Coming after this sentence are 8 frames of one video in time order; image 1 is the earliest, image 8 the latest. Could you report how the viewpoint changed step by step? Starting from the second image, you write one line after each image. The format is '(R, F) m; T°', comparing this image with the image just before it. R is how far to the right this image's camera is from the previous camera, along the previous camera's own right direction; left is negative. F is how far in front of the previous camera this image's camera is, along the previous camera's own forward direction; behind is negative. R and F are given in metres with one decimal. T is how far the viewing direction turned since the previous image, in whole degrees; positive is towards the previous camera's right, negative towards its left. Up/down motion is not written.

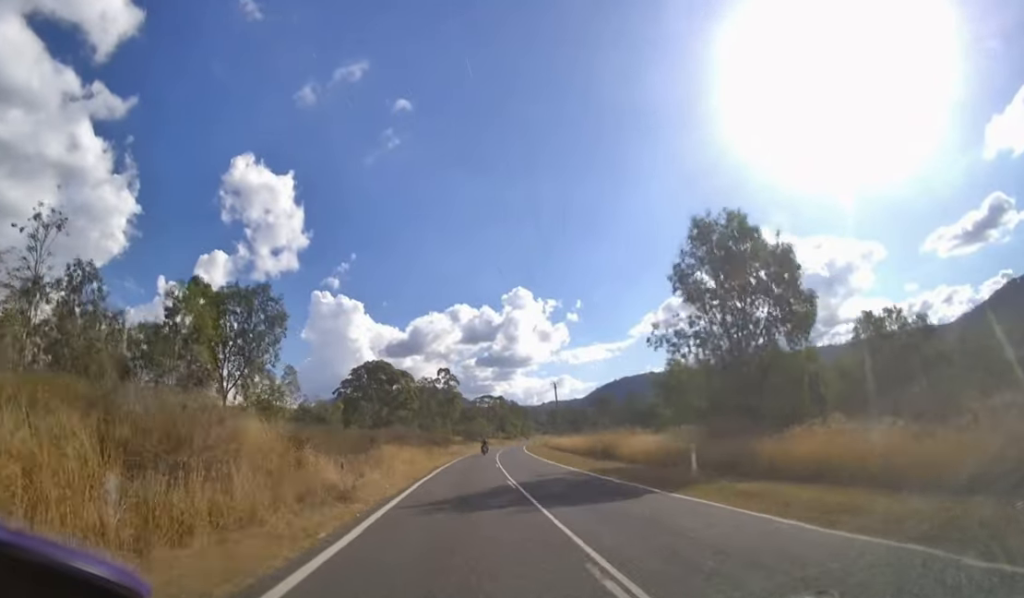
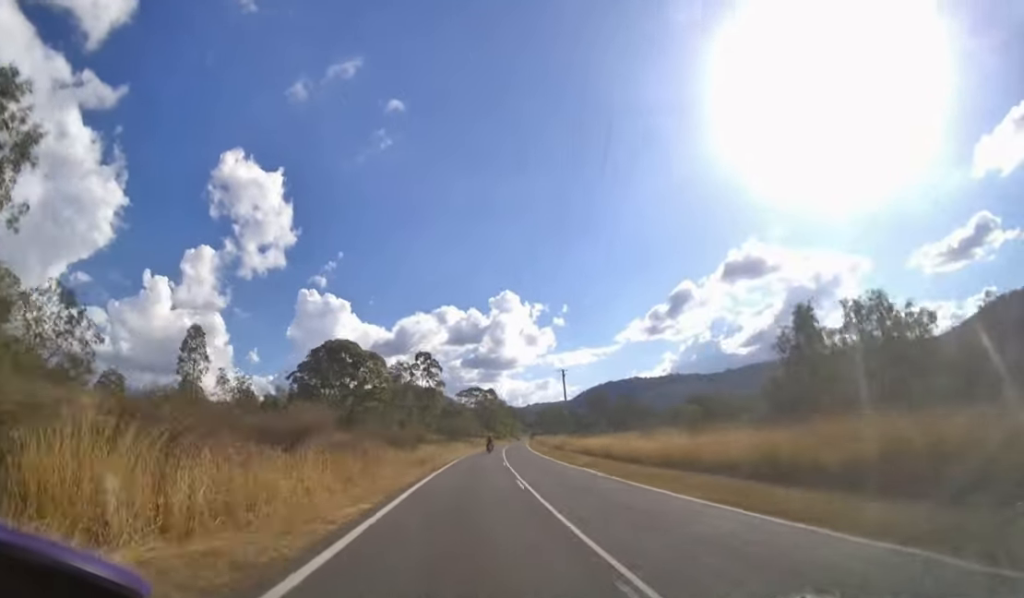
(+0.4, +22.8) m; +2°
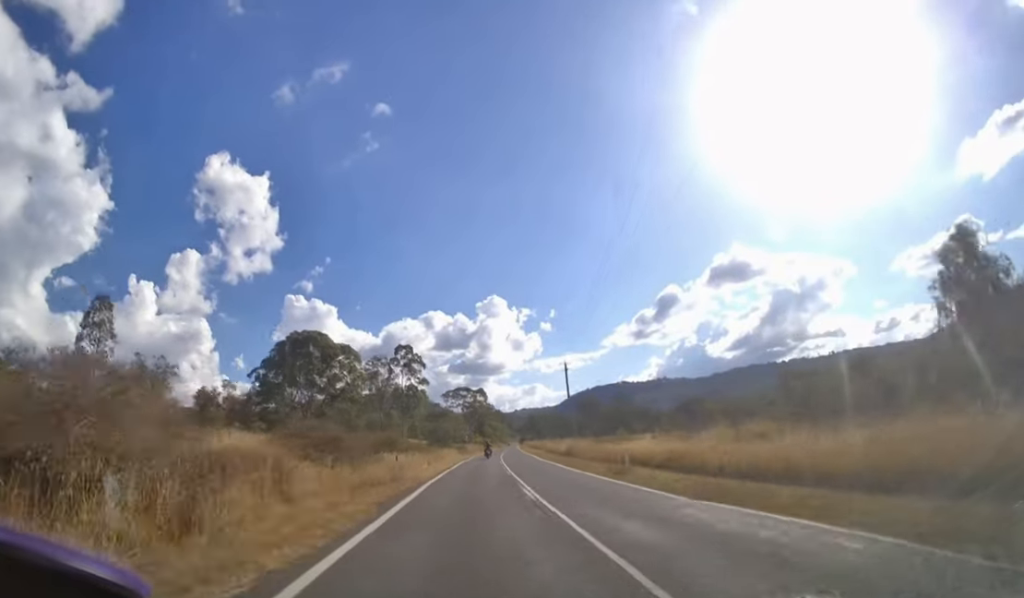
(+0.1, +13.3) m; +1°
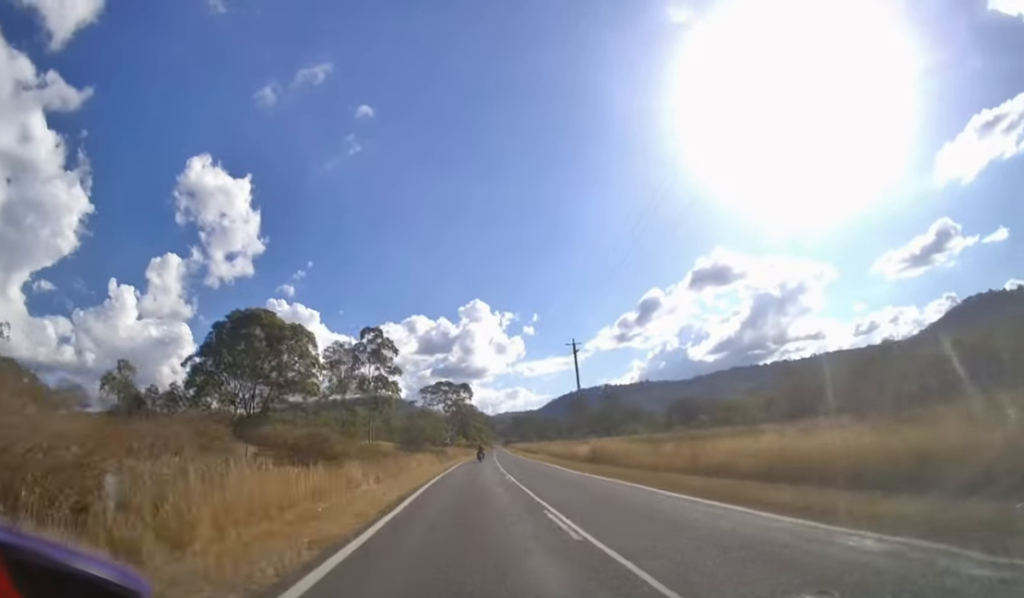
(+0.3, +17.0) m; +2°
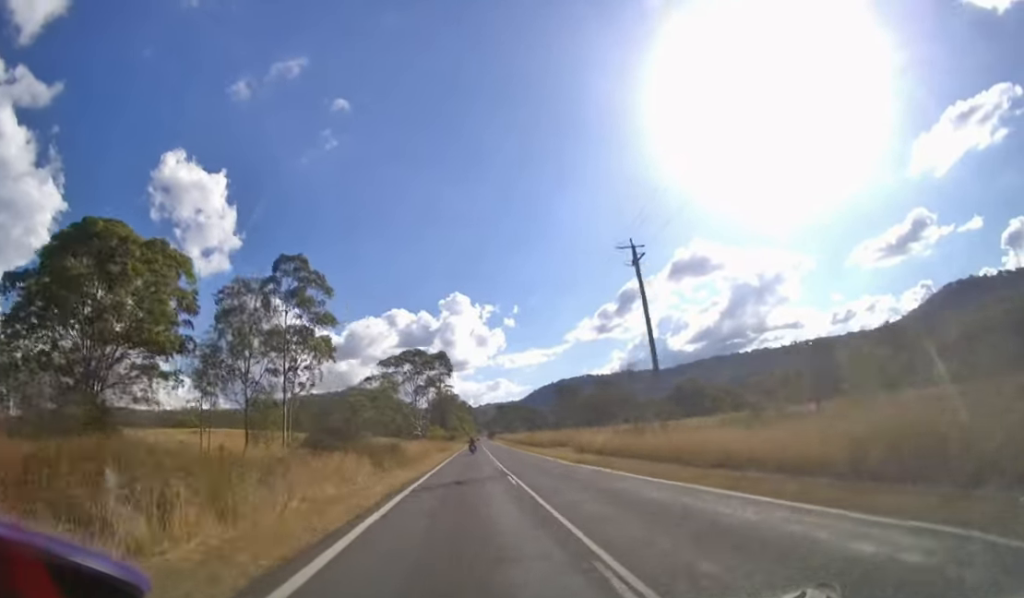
(+0.8, +29.6) m; +3°
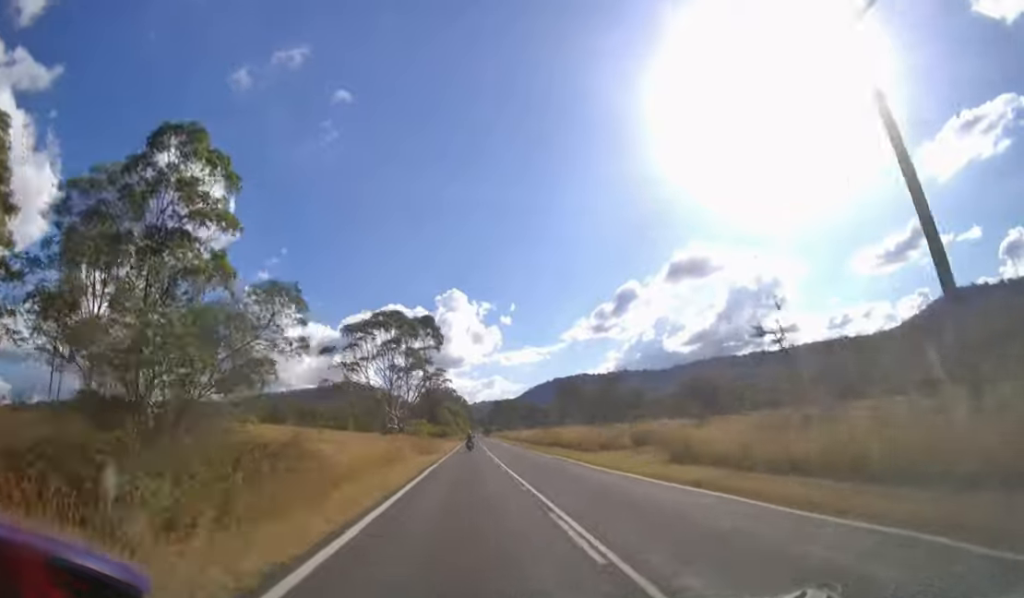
(+0.3, +21.0) m; +1°
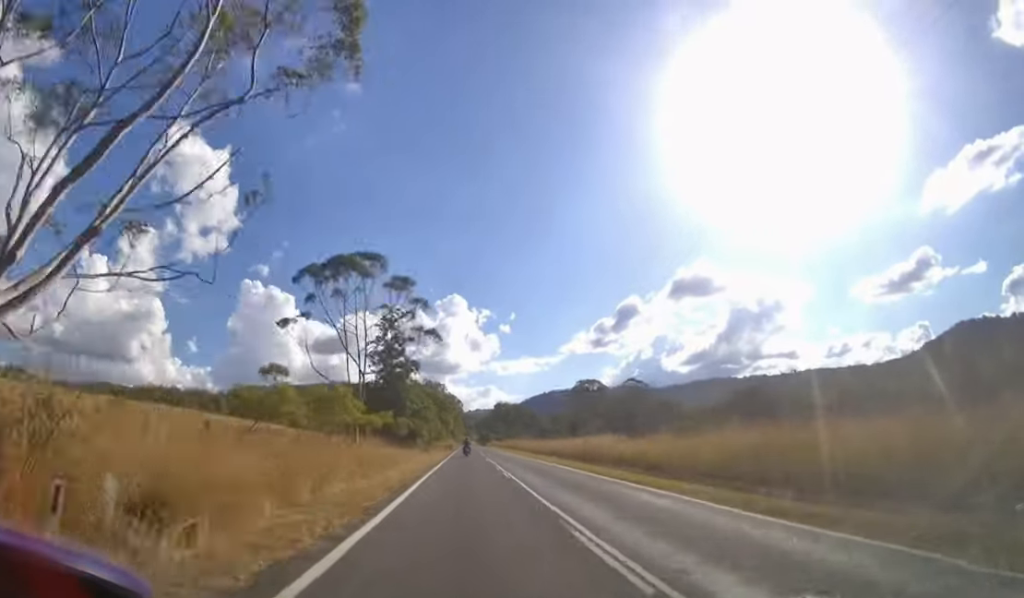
(+0.9, +53.8) m; +1°
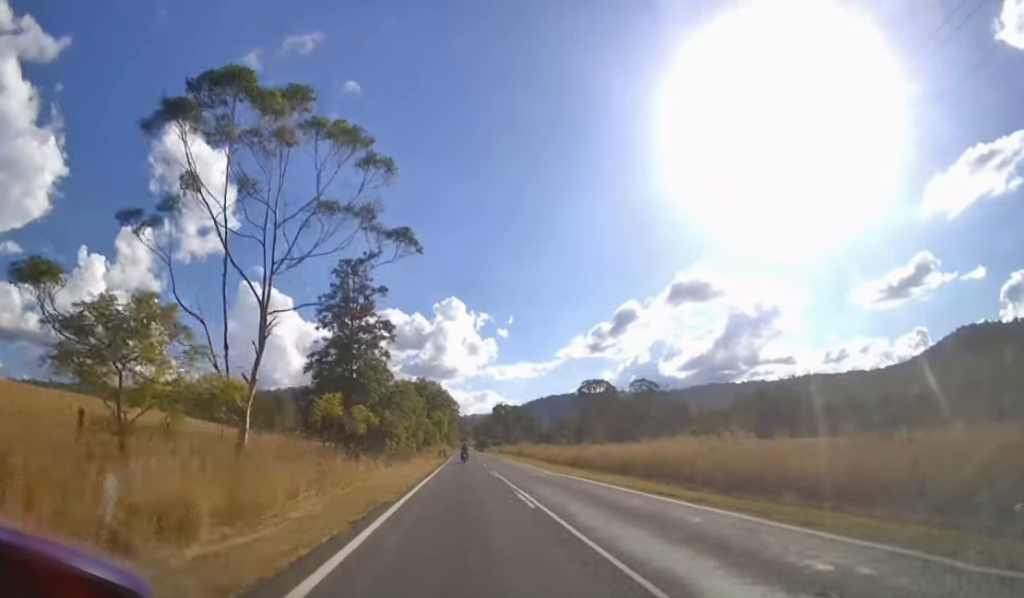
(0.0, +18.6) m; 0°
